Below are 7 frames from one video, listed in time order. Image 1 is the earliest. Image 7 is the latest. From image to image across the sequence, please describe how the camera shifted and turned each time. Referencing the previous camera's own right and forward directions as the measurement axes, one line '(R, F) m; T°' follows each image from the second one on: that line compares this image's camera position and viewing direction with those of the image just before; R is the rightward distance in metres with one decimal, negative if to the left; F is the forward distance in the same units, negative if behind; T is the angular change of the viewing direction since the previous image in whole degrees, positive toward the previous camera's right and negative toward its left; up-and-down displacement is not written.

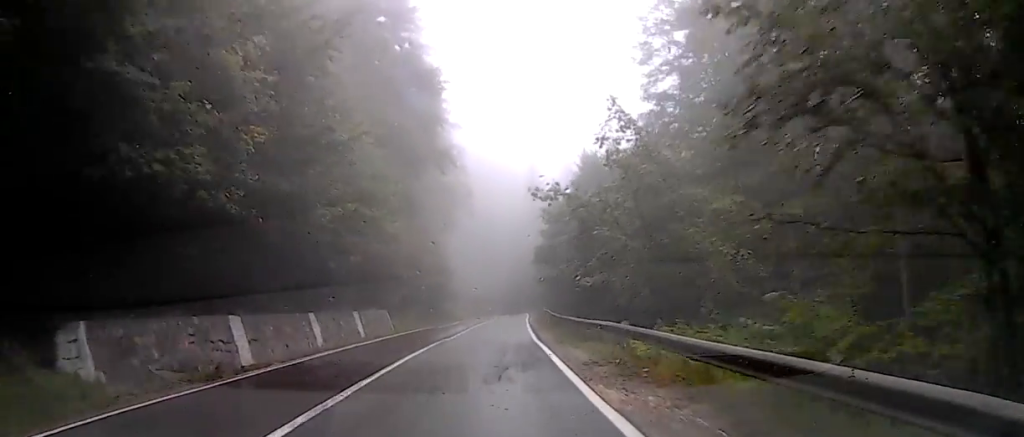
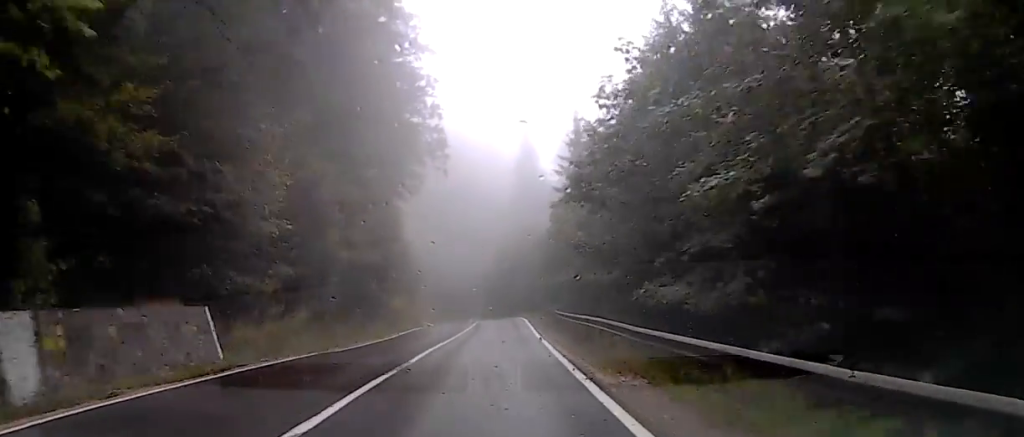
(-0.1, +26.1) m; +1°
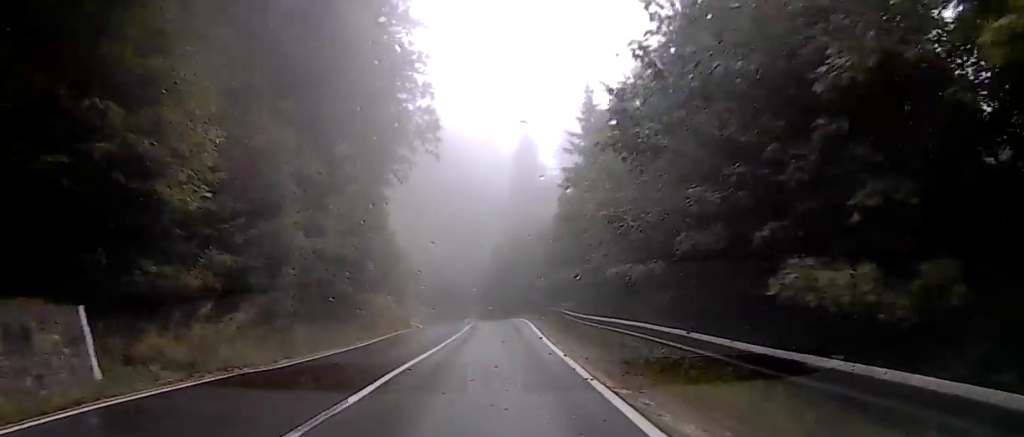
(0.0, +6.1) m; +1°
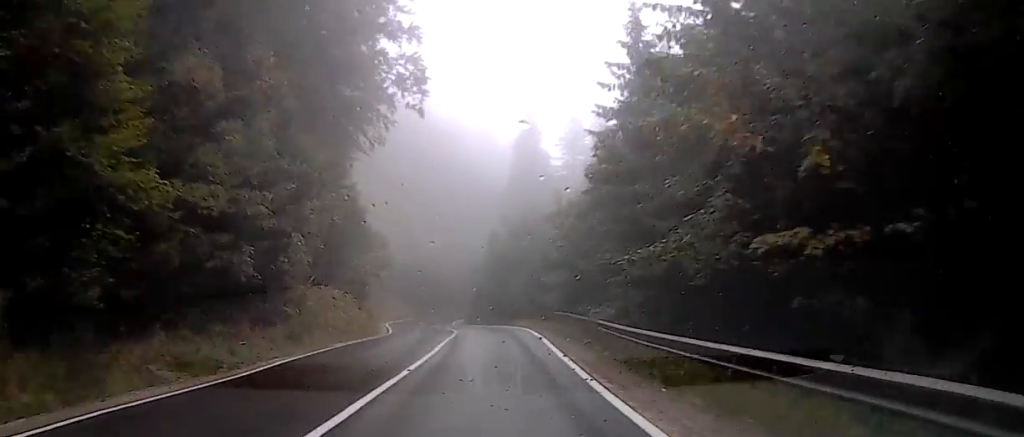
(+0.3, +11.9) m; +1°
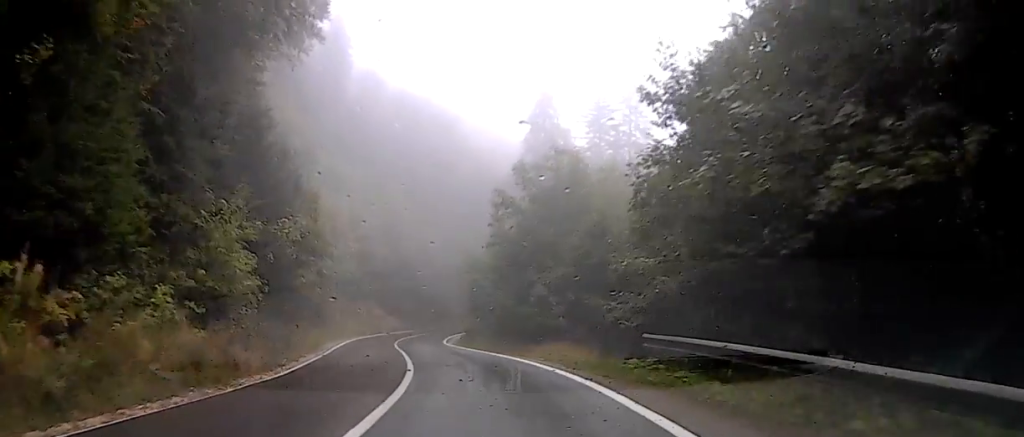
(-0.7, +21.5) m; -6°
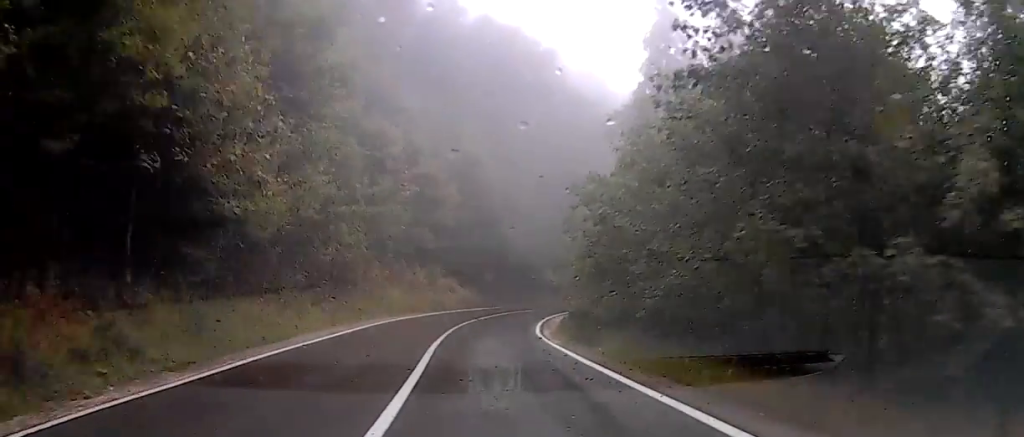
(-0.4, +21.6) m; +2°
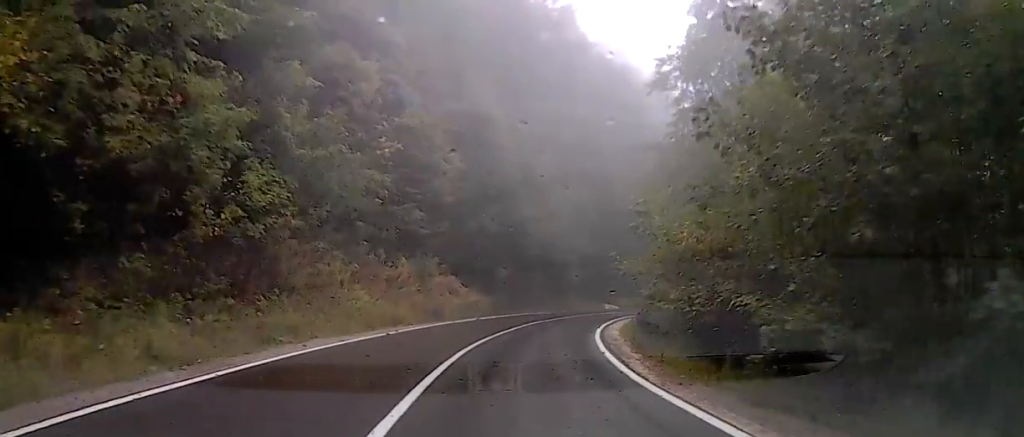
(+0.8, +13.4) m; +5°
